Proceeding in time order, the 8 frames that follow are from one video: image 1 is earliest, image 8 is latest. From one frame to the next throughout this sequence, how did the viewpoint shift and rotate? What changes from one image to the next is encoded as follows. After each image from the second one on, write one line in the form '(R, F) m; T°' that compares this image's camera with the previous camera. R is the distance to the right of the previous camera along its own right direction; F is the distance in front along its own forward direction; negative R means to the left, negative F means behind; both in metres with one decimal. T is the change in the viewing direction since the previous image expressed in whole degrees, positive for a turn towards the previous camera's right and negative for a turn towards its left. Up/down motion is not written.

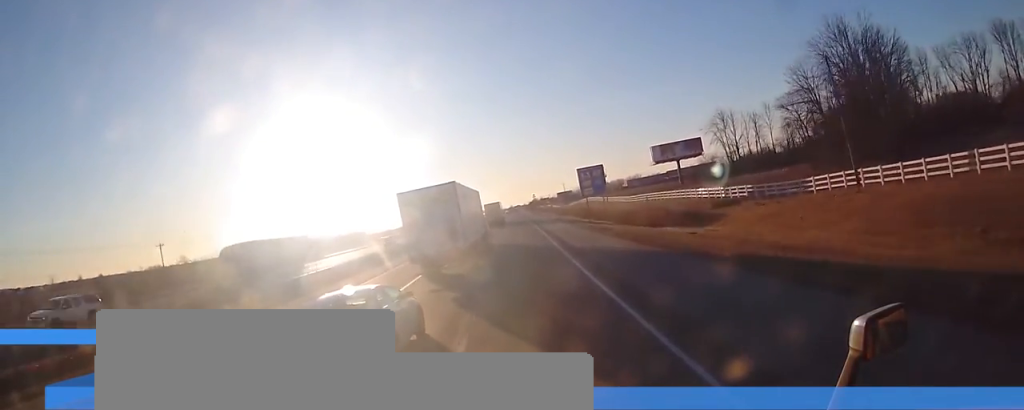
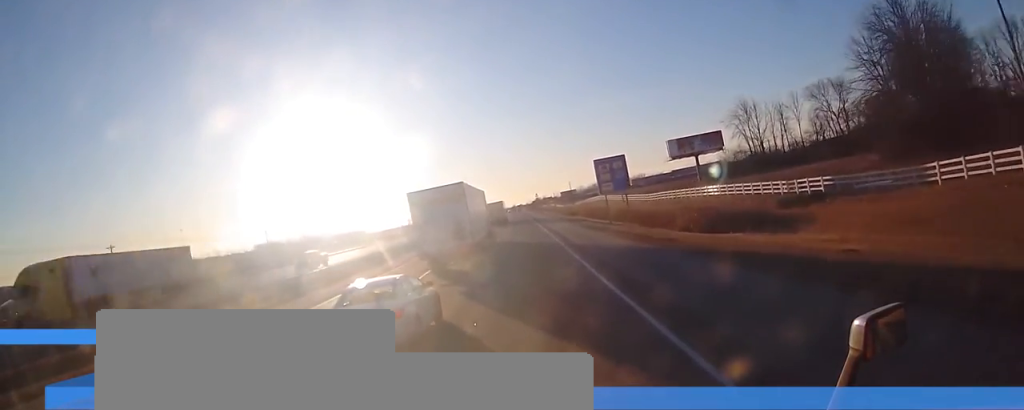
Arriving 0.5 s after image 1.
(+0.1, +15.0) m; 0°
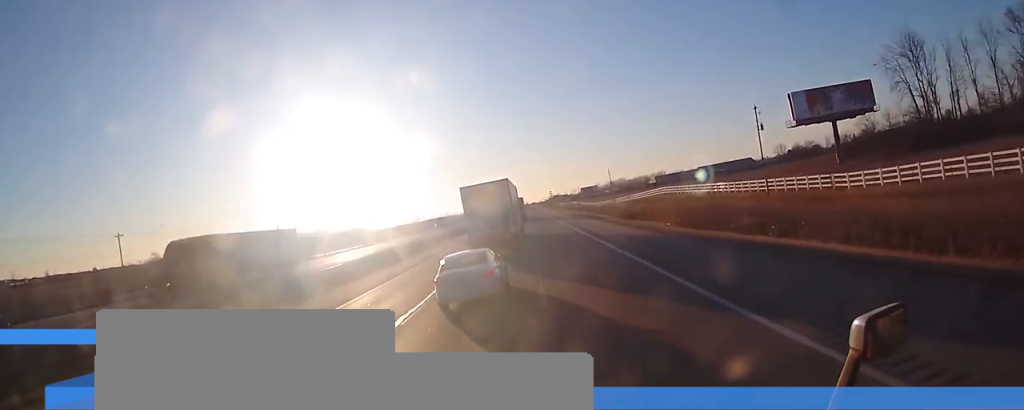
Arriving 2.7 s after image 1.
(-0.9, +64.1) m; -2°
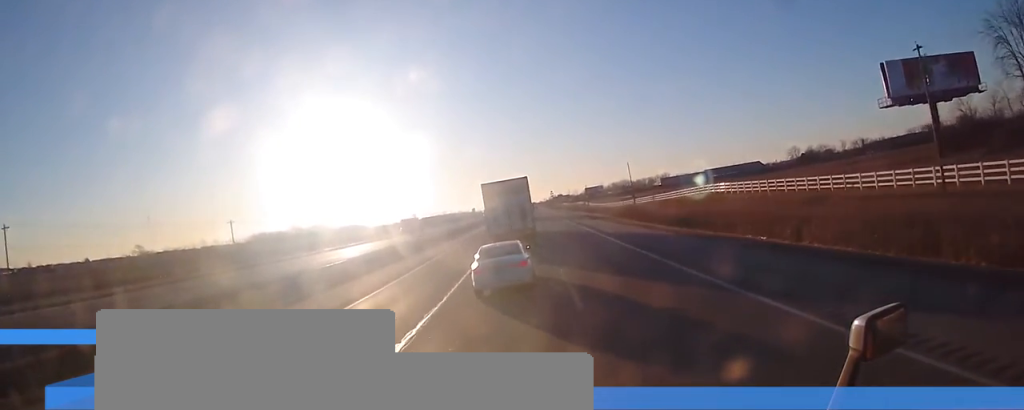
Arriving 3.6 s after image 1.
(+0.2, +24.6) m; 0°
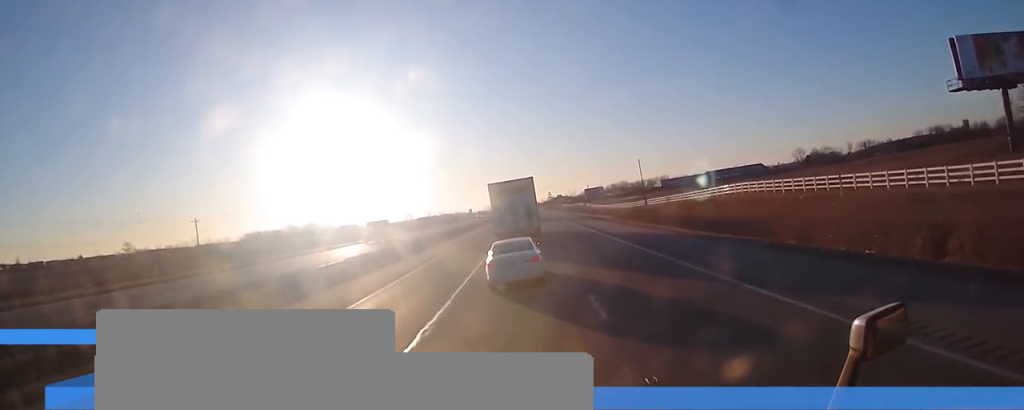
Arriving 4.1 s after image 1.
(+0.1, +14.0) m; 0°
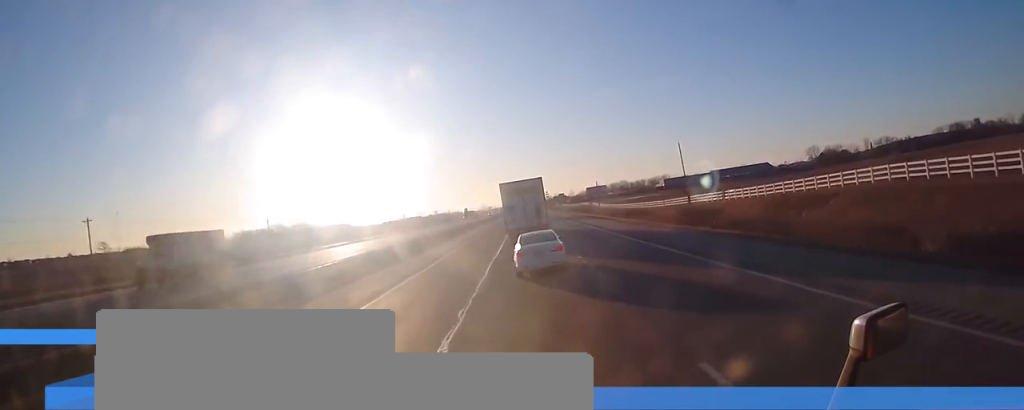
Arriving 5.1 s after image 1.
(-0.3, +30.4) m; 0°
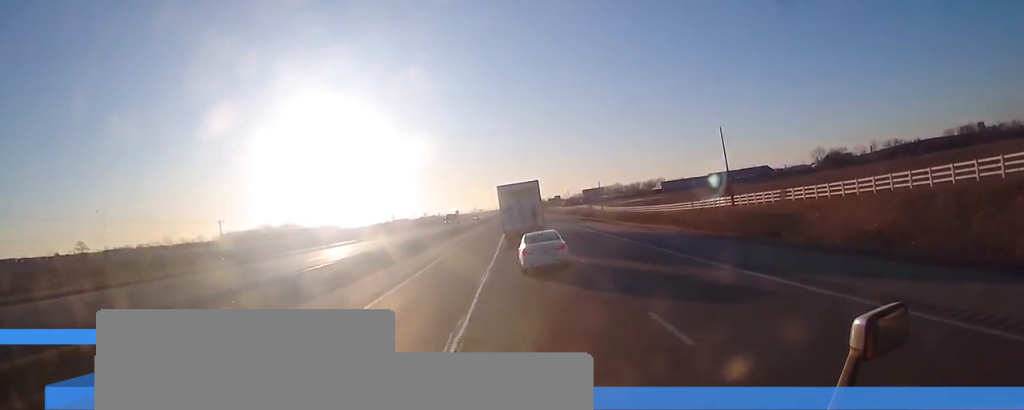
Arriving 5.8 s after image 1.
(+0.2, +20.8) m; 0°
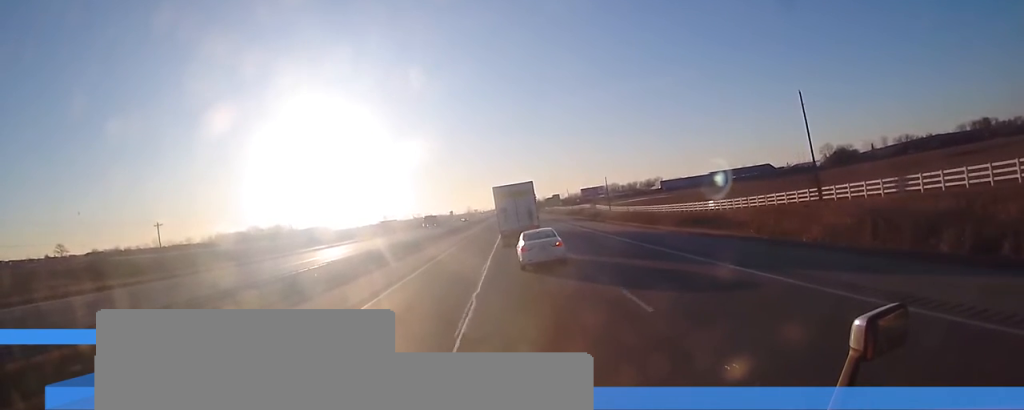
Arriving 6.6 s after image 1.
(0.0, +20.7) m; +1°
